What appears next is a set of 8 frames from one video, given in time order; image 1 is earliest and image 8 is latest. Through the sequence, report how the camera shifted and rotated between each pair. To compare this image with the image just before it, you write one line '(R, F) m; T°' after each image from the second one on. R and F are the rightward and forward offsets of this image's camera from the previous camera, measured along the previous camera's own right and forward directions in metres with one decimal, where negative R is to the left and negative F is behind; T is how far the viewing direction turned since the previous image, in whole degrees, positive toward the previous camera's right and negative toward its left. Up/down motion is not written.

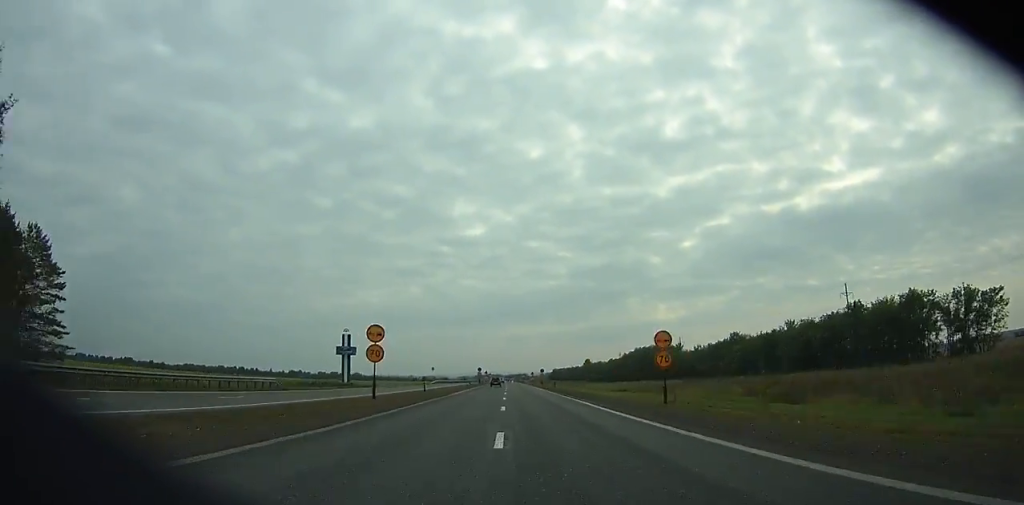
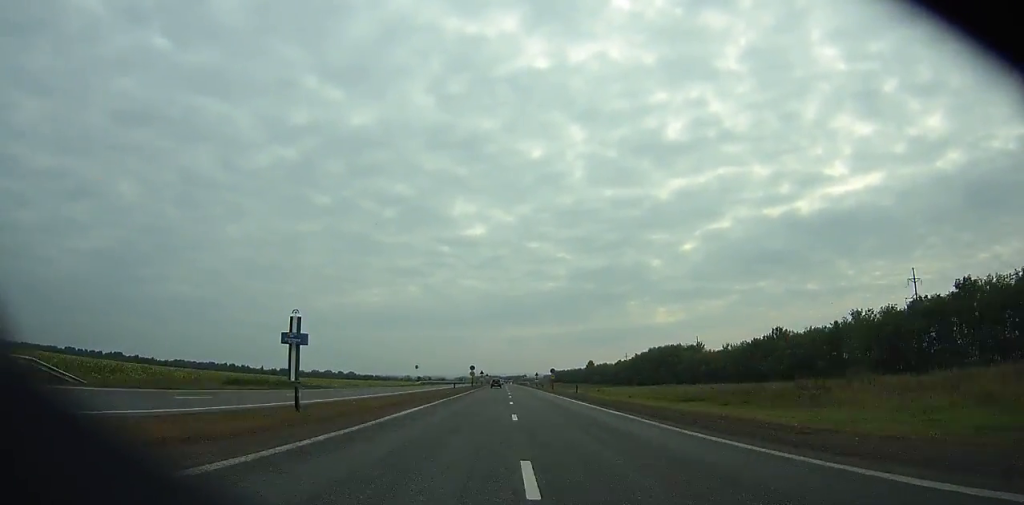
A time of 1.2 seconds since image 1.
(-0.3, +28.9) m; 0°
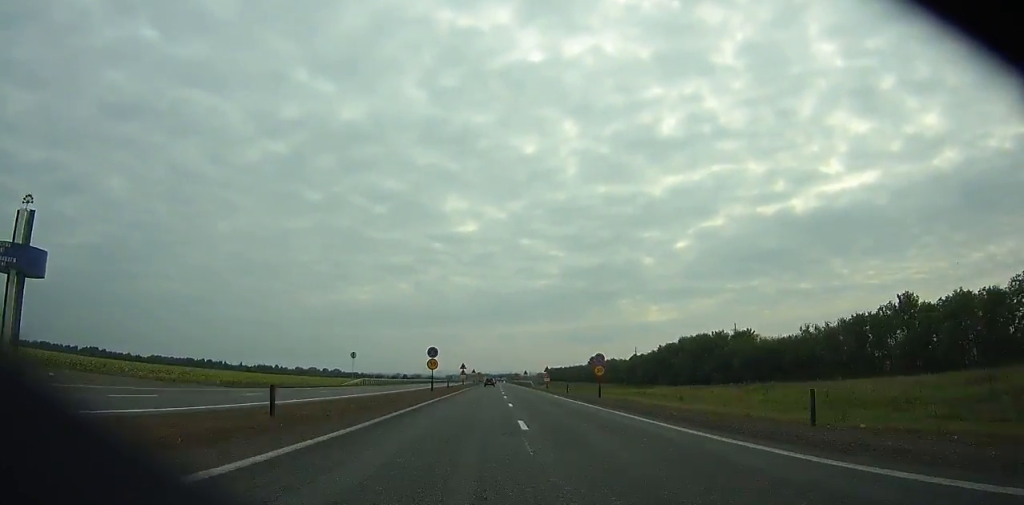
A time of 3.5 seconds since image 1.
(0.0, +51.4) m; 0°
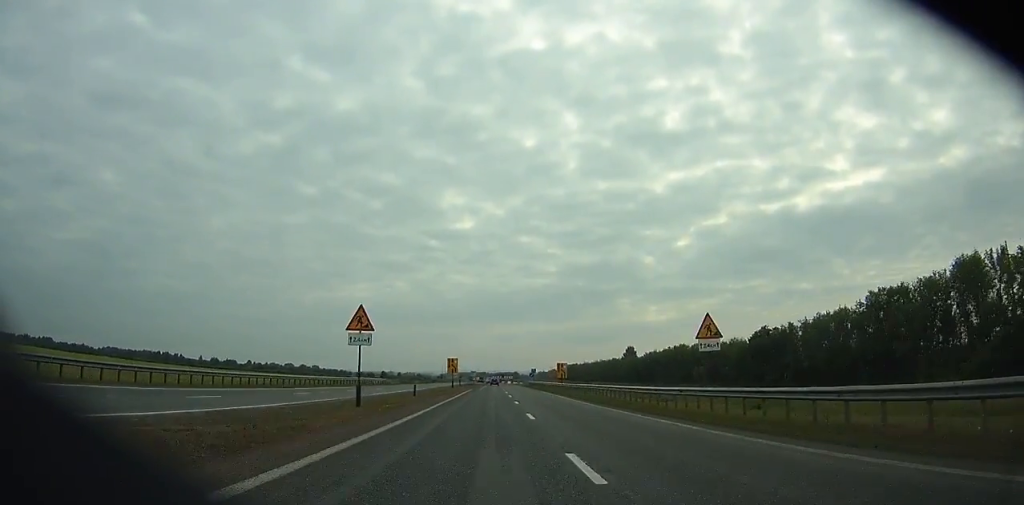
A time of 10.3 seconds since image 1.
(+0.1, +131.6) m; 0°
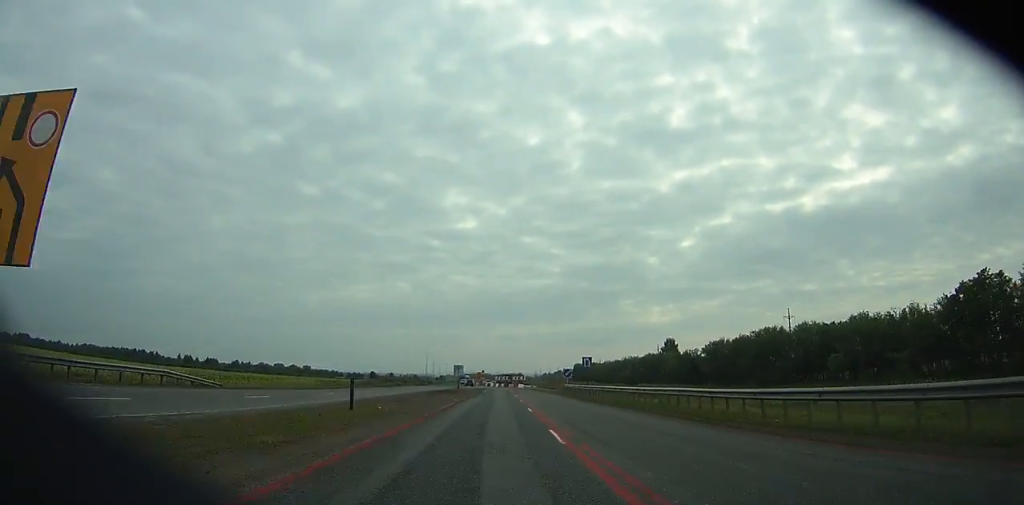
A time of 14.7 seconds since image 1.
(+0.3, +69.2) m; 0°
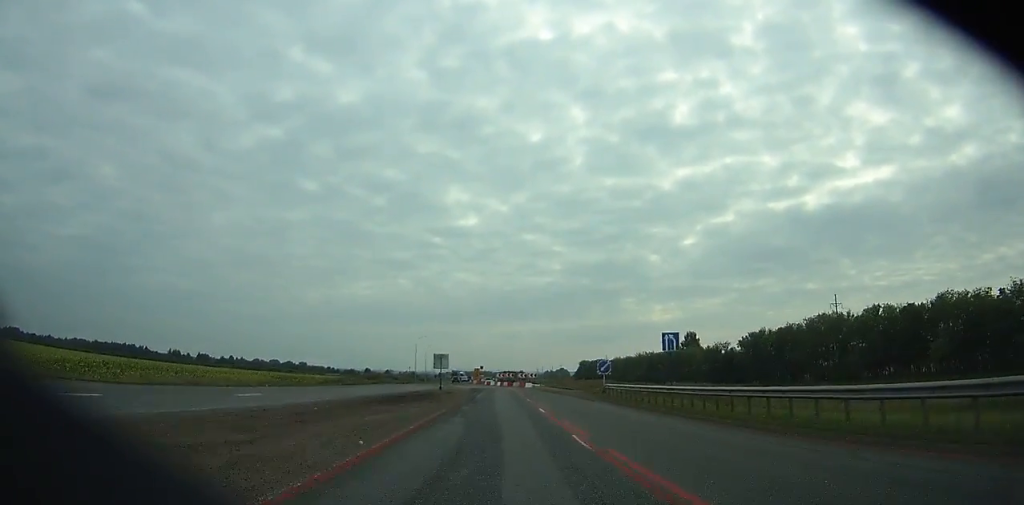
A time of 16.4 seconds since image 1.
(0.0, +25.4) m; 0°
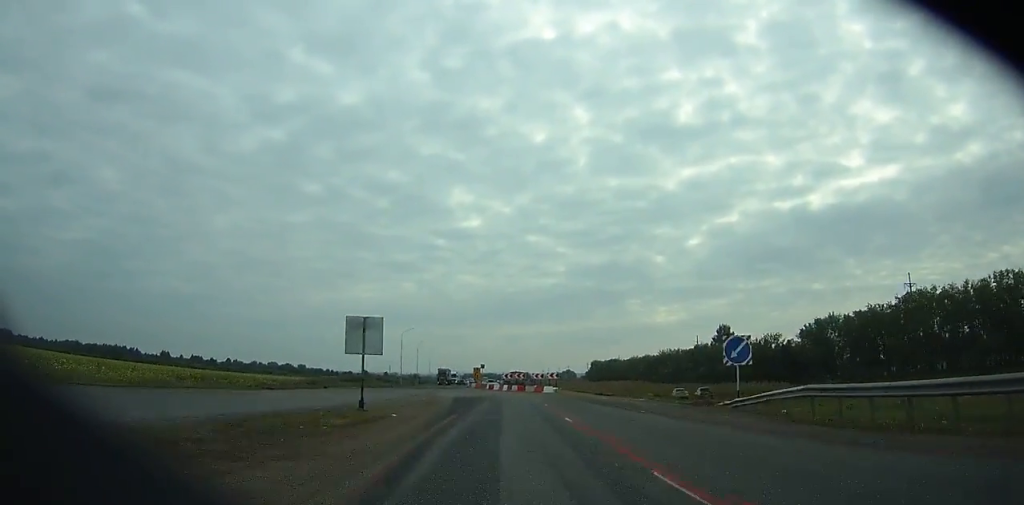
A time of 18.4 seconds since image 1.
(+0.1, +29.2) m; -1°
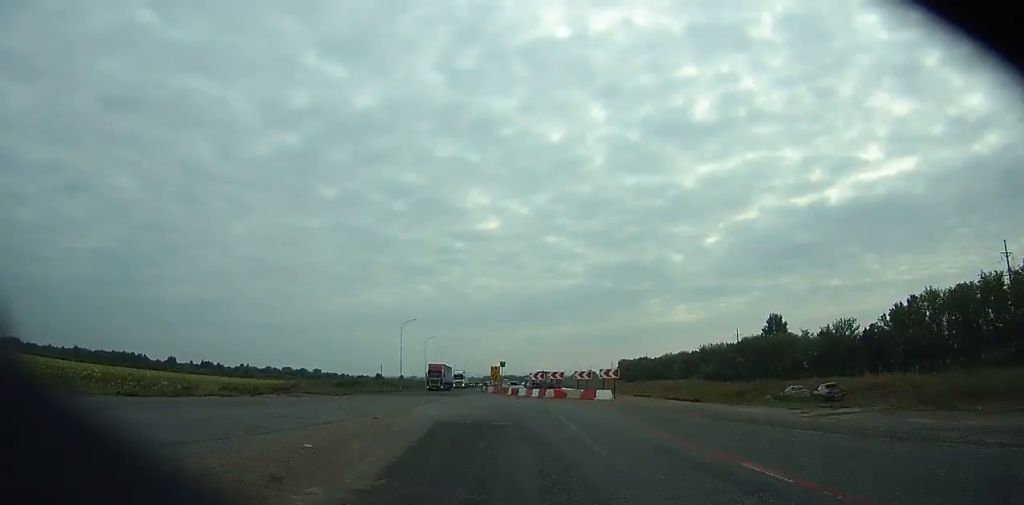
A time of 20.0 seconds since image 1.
(-0.1, +23.4) m; -1°
